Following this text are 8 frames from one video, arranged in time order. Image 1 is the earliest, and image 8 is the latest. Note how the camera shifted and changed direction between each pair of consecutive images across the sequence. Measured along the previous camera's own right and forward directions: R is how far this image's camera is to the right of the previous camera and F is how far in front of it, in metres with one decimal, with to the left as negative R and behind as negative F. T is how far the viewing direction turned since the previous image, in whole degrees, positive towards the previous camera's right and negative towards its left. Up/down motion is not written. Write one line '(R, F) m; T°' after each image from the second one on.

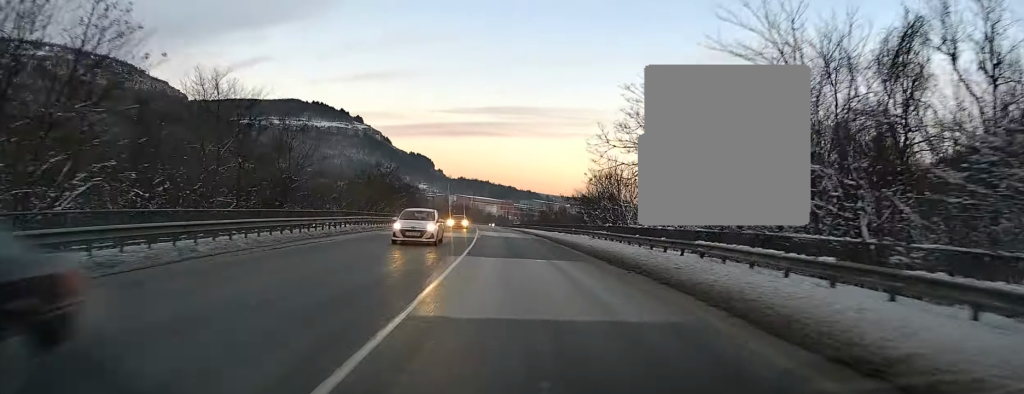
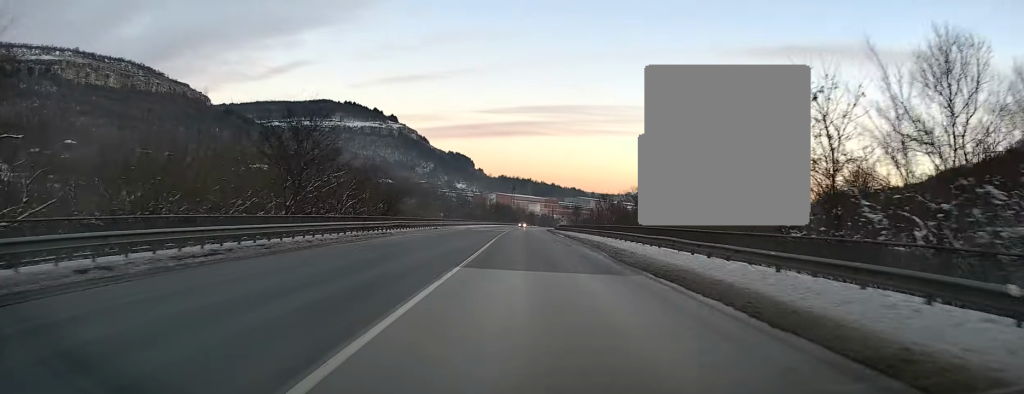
(-1.6, +40.3) m; -4°
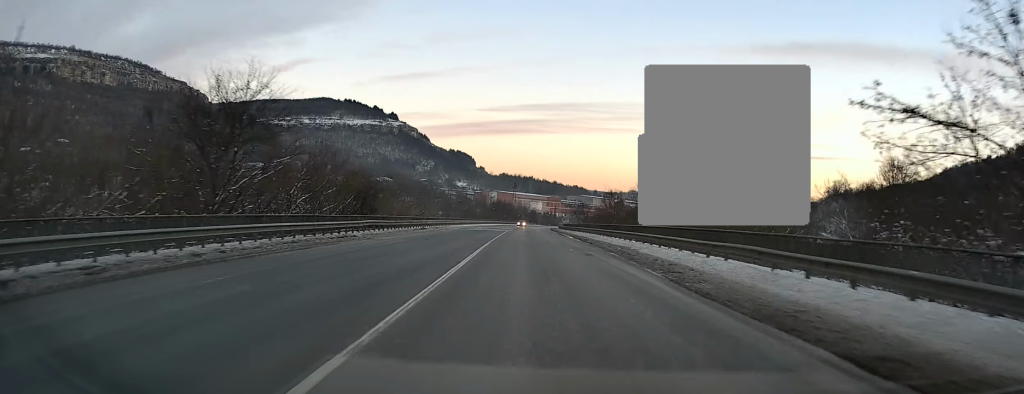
(-0.2, +9.2) m; 0°
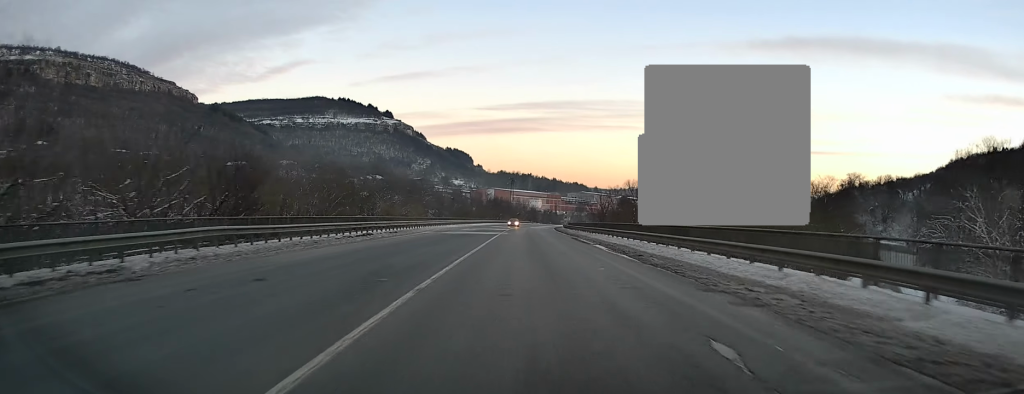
(+0.3, +20.0) m; +1°
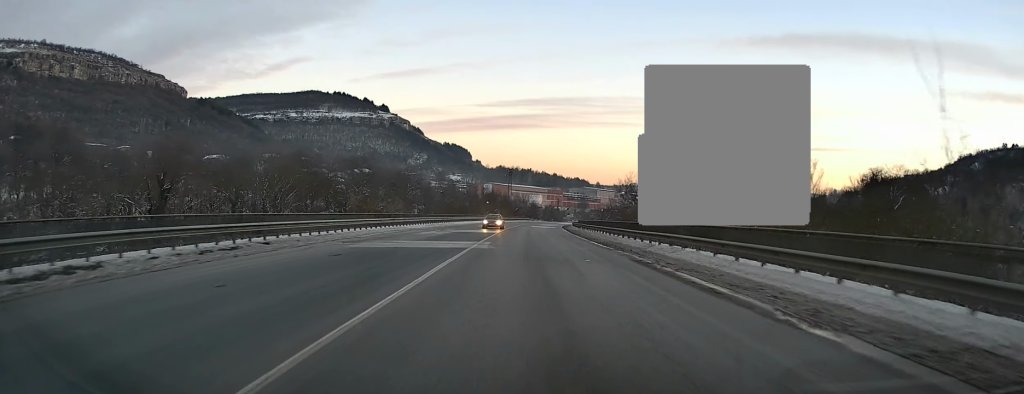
(-0.1, +25.4) m; 0°
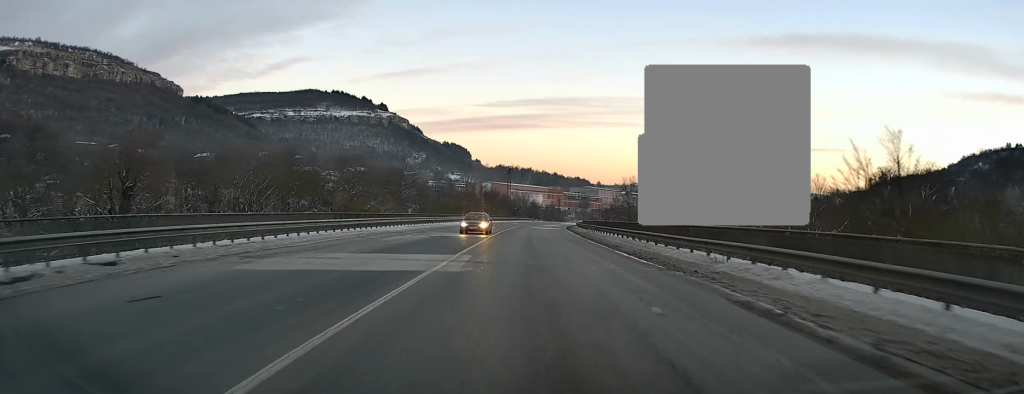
(0.0, +9.5) m; 0°
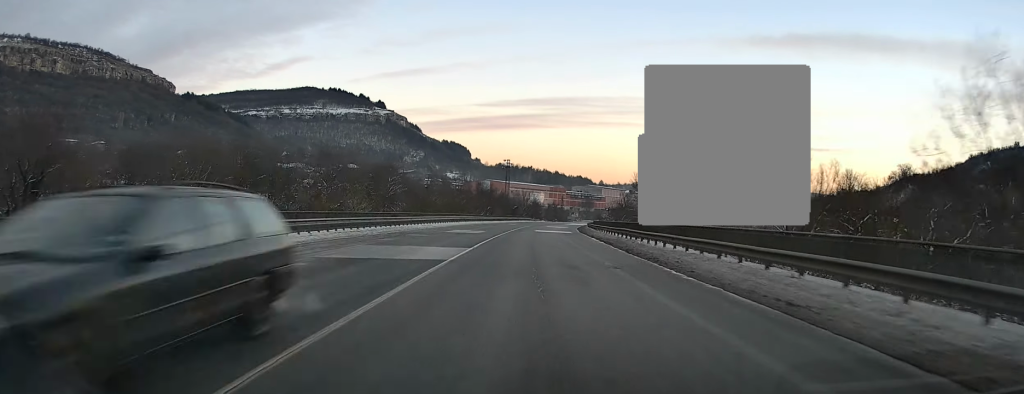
(0.0, +19.0) m; 0°
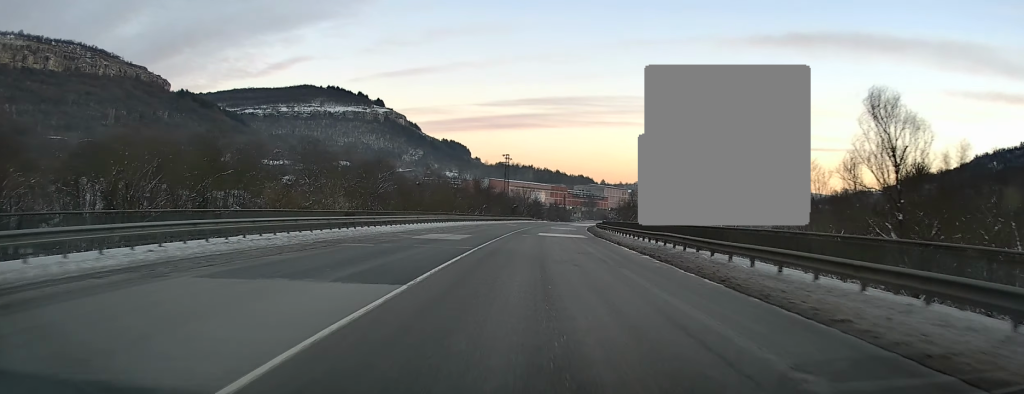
(-0.1, +12.5) m; +1°
